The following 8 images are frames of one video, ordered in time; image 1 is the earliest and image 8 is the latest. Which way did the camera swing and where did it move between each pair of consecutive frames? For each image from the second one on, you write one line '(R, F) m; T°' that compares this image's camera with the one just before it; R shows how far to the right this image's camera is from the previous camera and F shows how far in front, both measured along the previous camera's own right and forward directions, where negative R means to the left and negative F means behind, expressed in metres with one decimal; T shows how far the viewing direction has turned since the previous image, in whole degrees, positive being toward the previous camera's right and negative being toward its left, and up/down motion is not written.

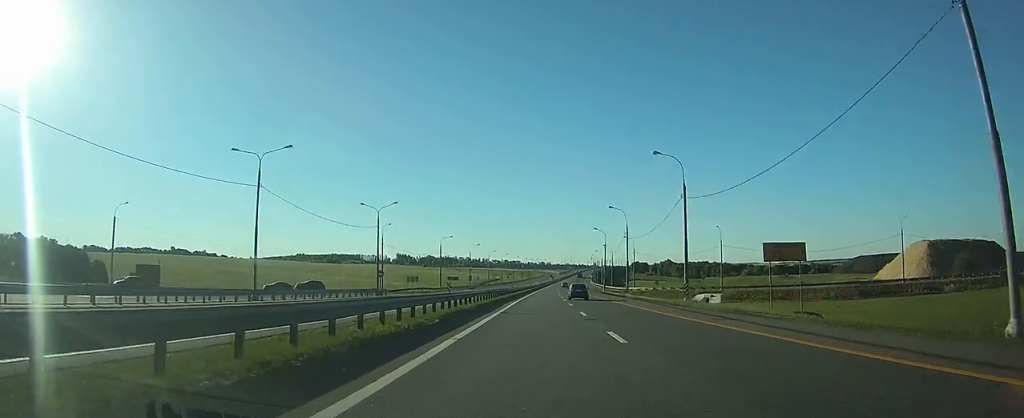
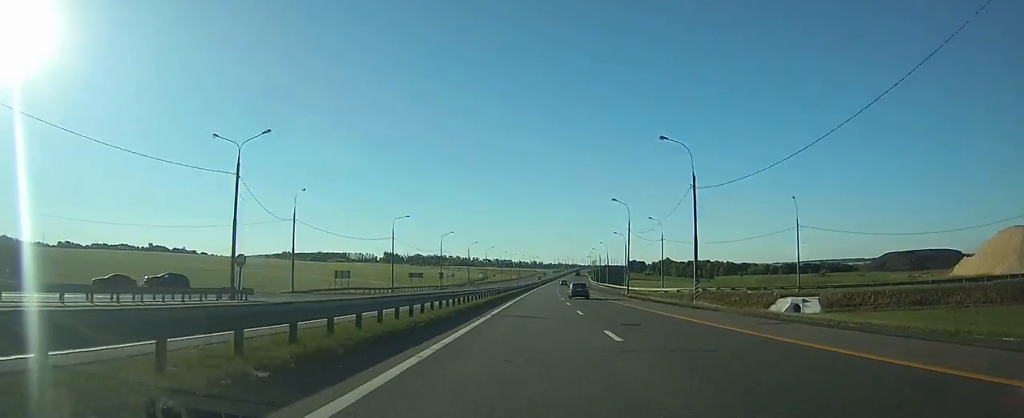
(+0.1, +35.8) m; 0°
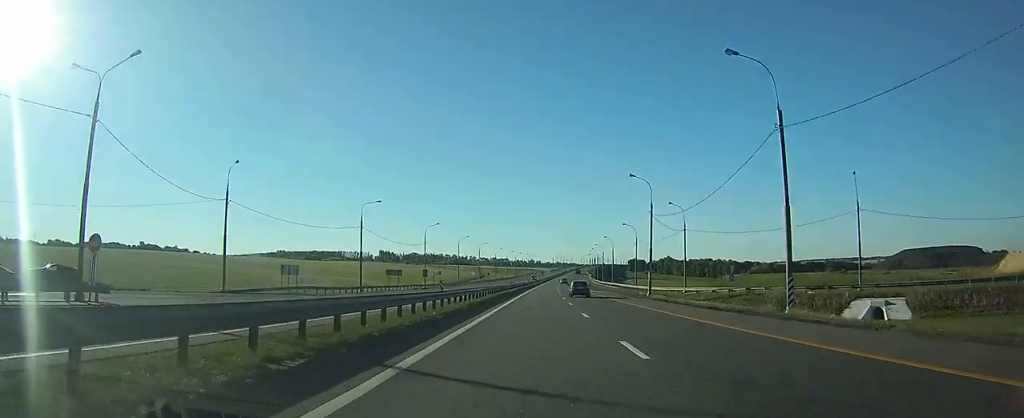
(0.0, +15.5) m; 0°
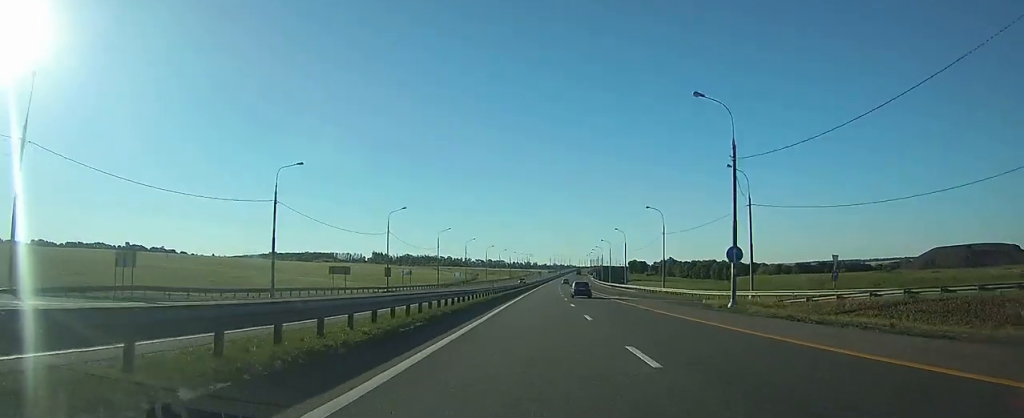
(0.0, +25.0) m; +1°
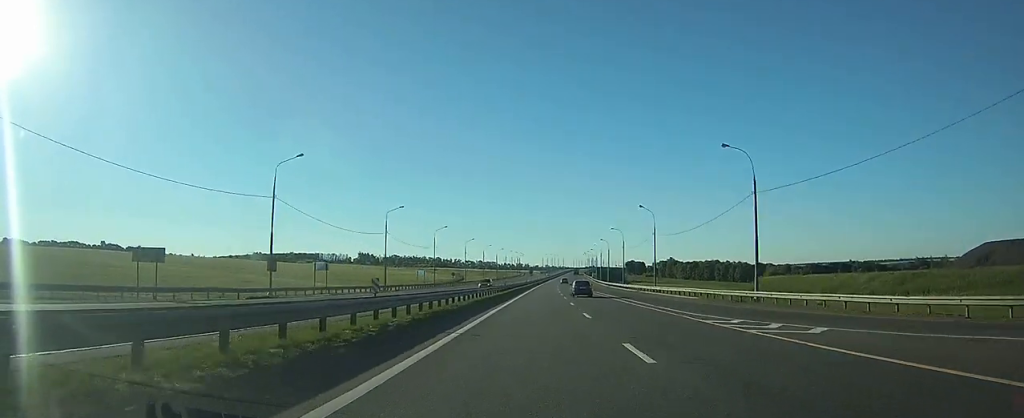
(+0.3, +35.7) m; +1°
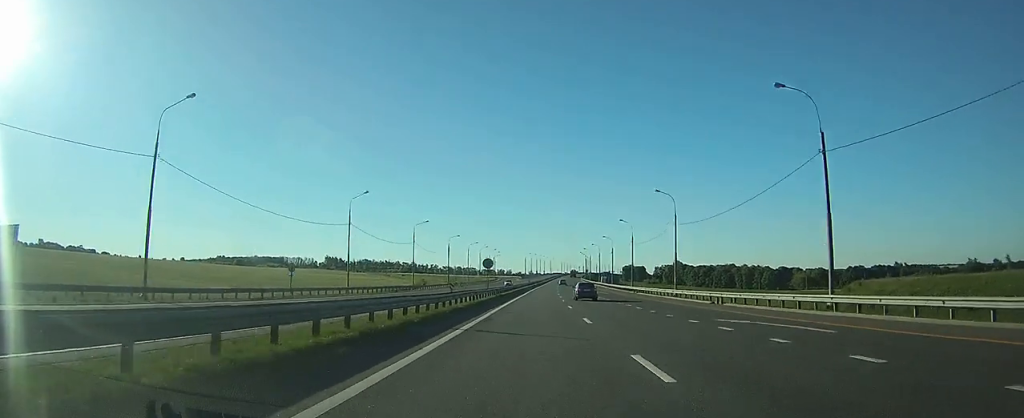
(+0.8, +85.6) m; +1°
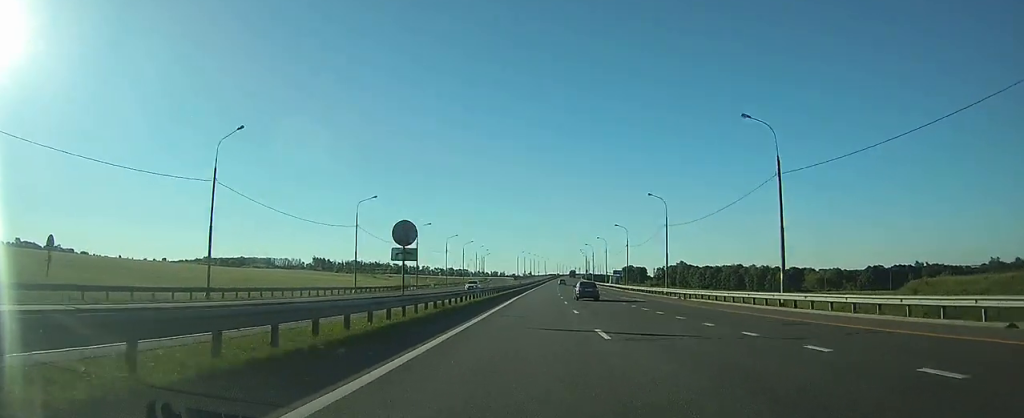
(+0.2, +29.7) m; +1°
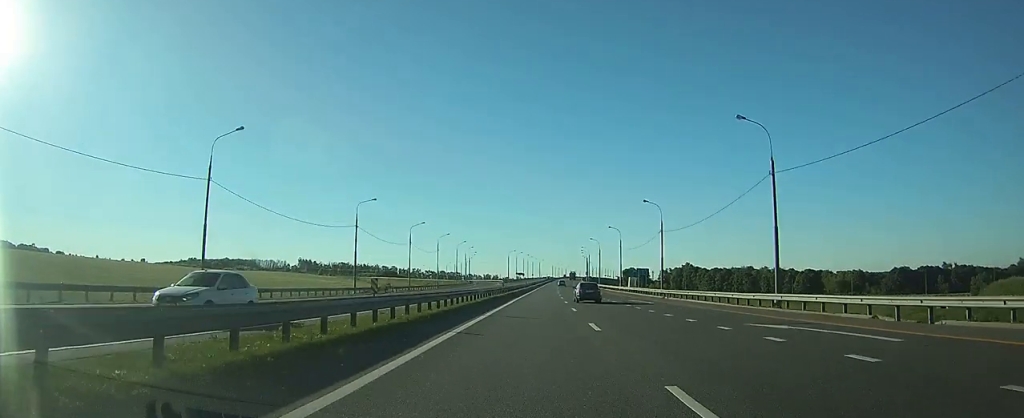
(+0.2, +33.3) m; +1°
